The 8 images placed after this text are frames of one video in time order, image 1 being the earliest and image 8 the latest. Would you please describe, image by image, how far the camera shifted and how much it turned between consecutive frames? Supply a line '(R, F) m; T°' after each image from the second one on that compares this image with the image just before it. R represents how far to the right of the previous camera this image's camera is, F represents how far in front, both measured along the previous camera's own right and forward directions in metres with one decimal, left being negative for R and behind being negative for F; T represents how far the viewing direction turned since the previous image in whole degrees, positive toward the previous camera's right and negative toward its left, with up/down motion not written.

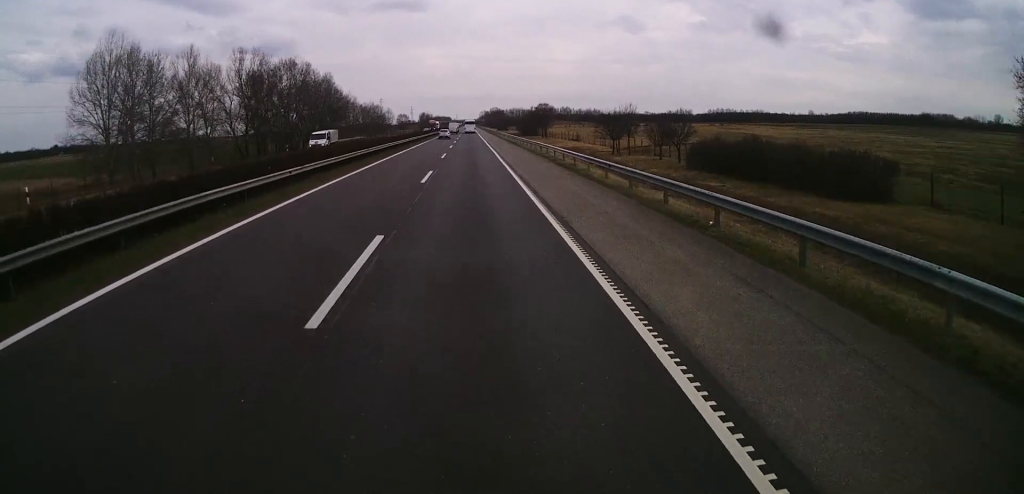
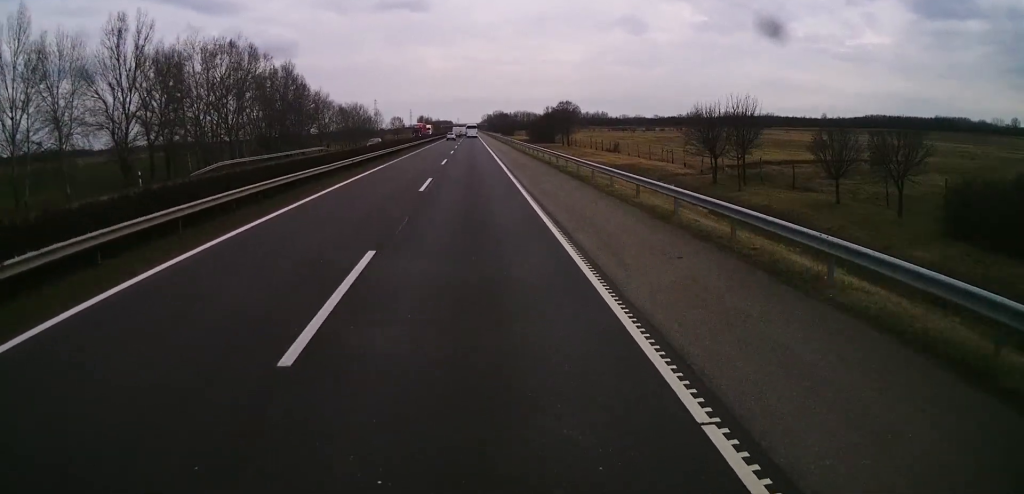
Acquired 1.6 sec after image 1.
(+0.6, +37.1) m; 0°
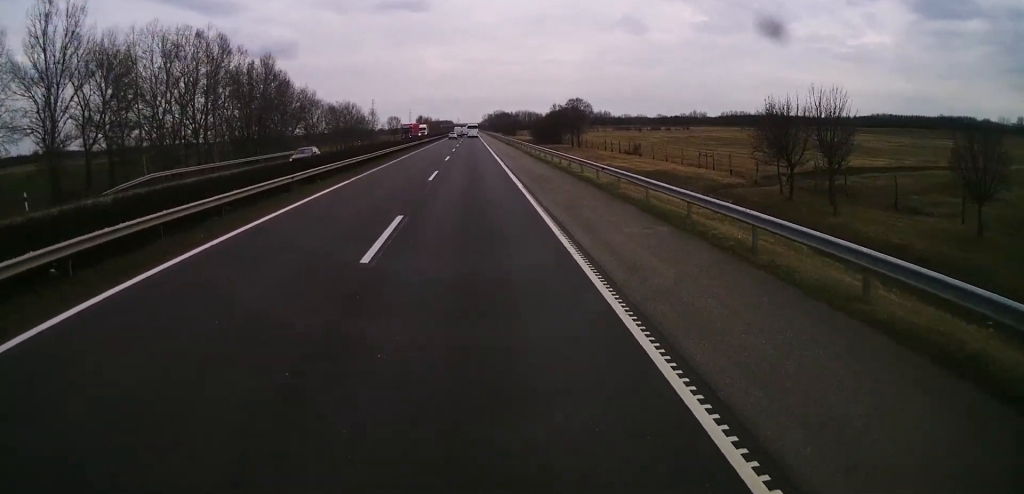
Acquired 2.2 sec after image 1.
(-0.3, +13.1) m; 0°
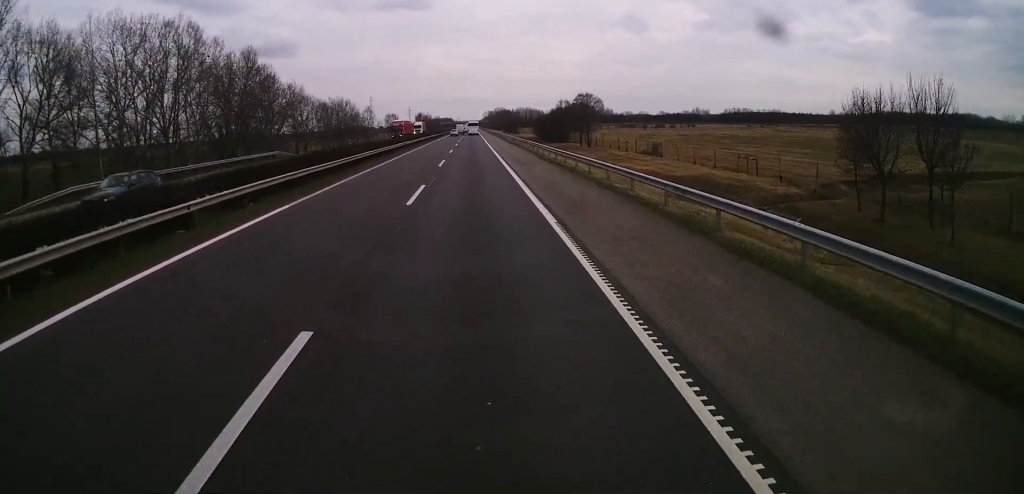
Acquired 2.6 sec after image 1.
(-0.1, +10.0) m; 0°
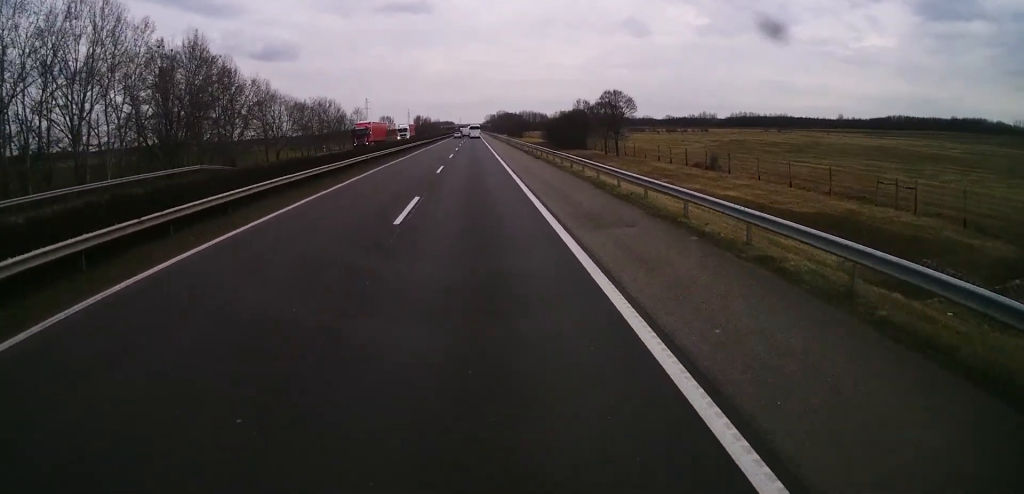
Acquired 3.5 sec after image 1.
(+0.2, +21.6) m; +1°
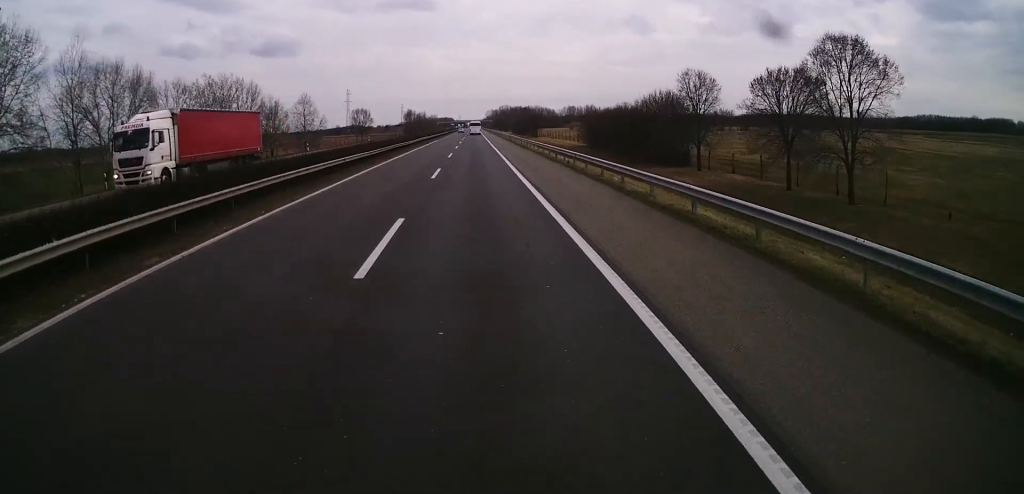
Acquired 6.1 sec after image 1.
(-0.3, +60.0) m; -1°
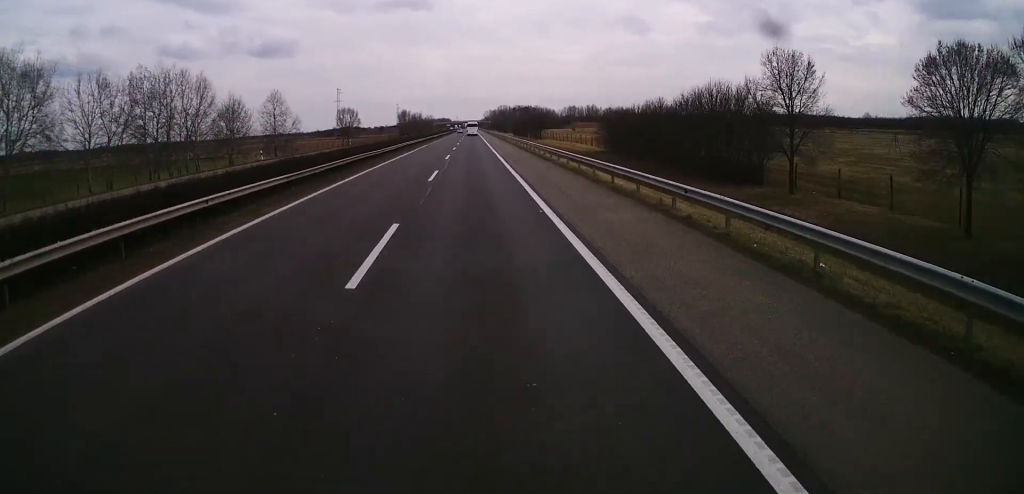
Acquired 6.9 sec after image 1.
(0.0, +18.5) m; 0°
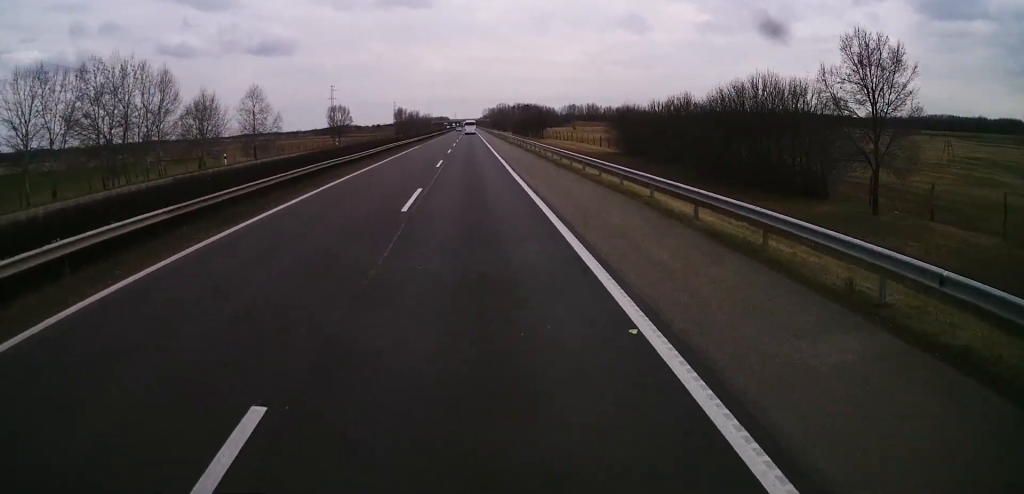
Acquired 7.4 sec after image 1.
(+0.1, +10.0) m; 0°
